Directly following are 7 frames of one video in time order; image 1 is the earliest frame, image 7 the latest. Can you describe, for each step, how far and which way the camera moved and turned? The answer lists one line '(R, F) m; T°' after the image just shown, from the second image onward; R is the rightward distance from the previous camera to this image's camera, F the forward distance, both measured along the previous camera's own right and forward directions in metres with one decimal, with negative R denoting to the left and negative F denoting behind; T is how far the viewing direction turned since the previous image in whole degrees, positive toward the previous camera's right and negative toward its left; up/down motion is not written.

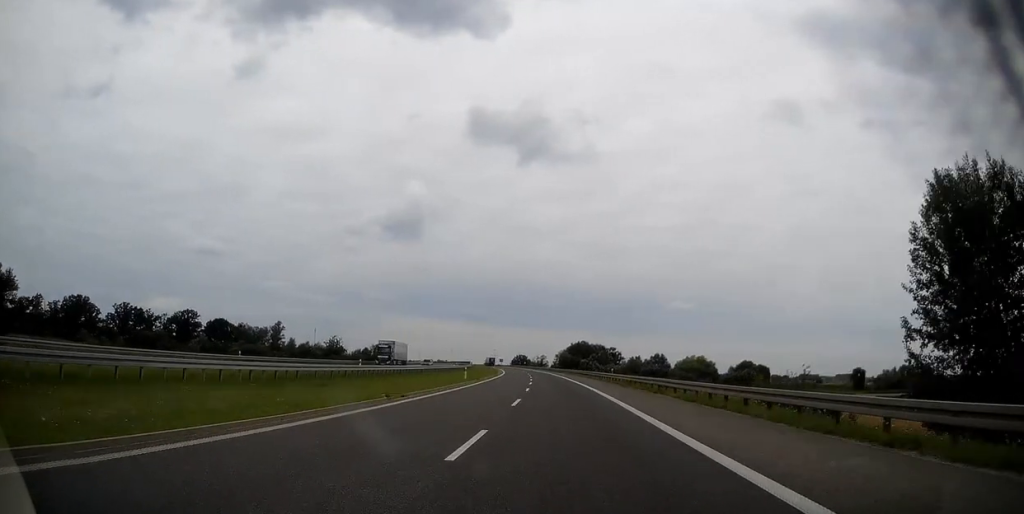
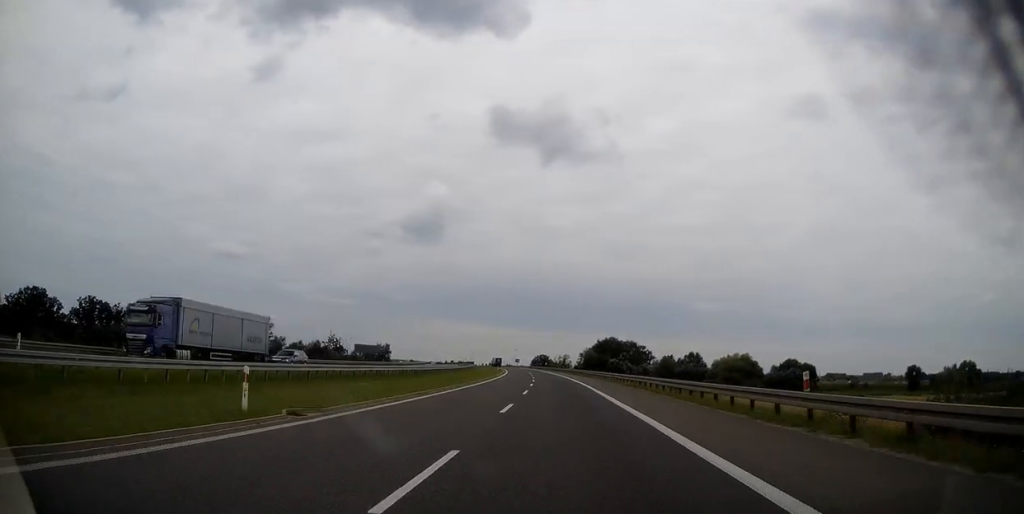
(-0.6, +39.0) m; -2°
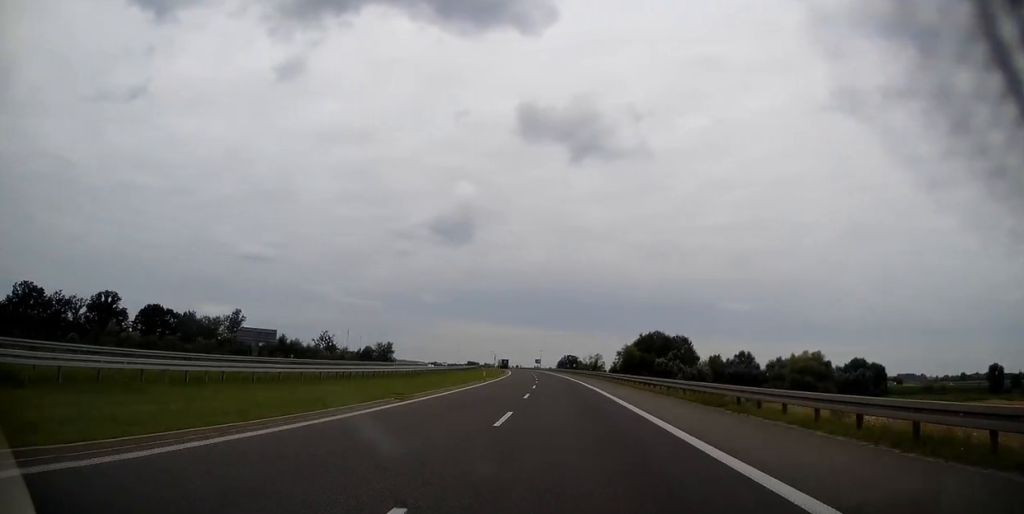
(-1.0, +51.9) m; -2°
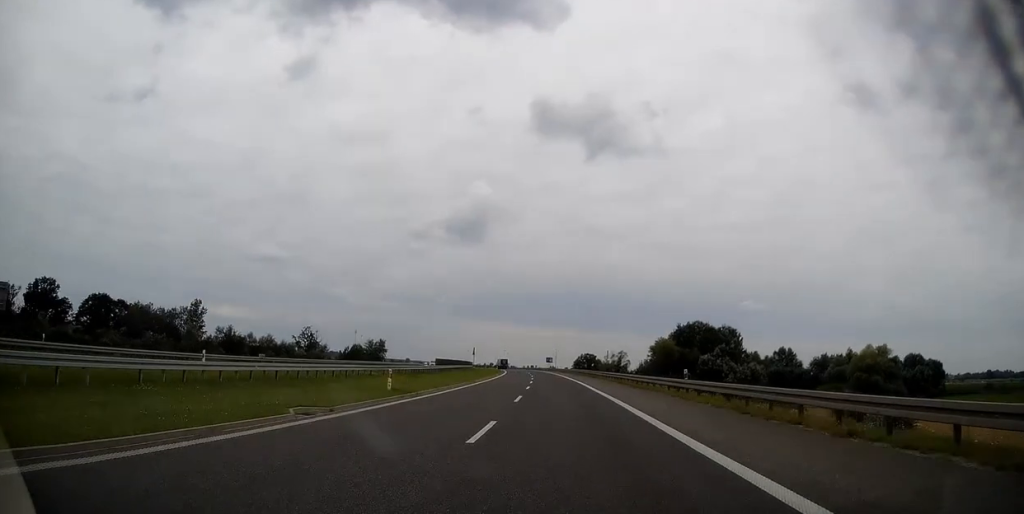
(-0.6, +39.4) m; -2°
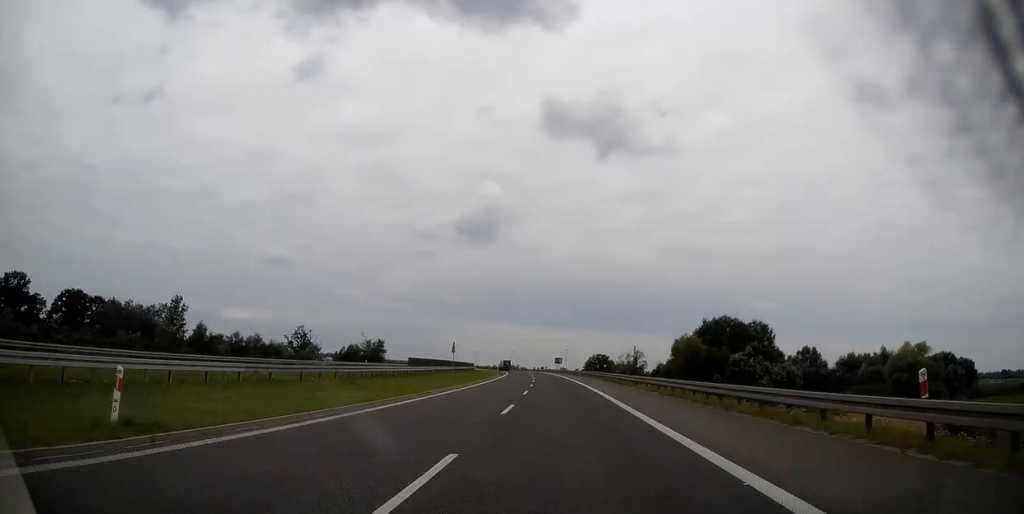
(-0.2, +17.4) m; -1°
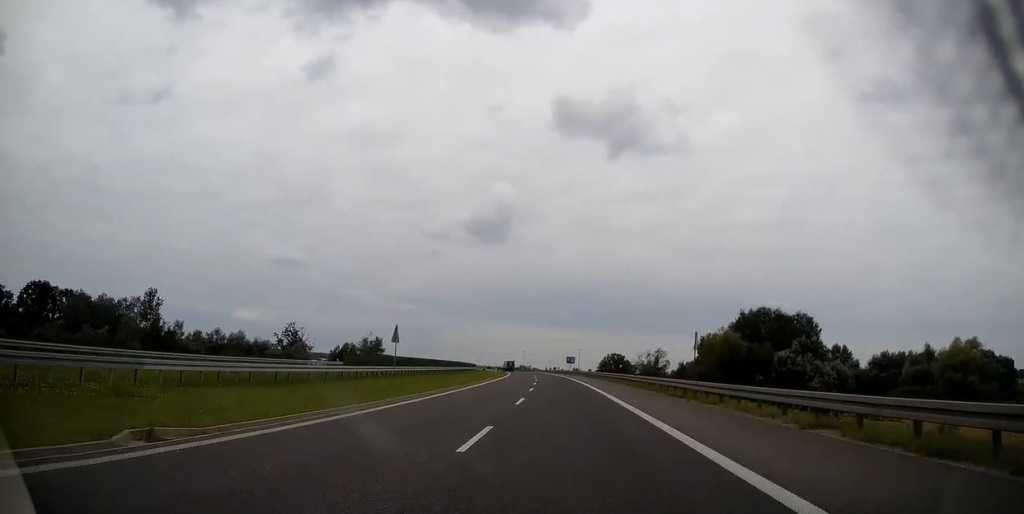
(-0.1, +19.7) m; -1°
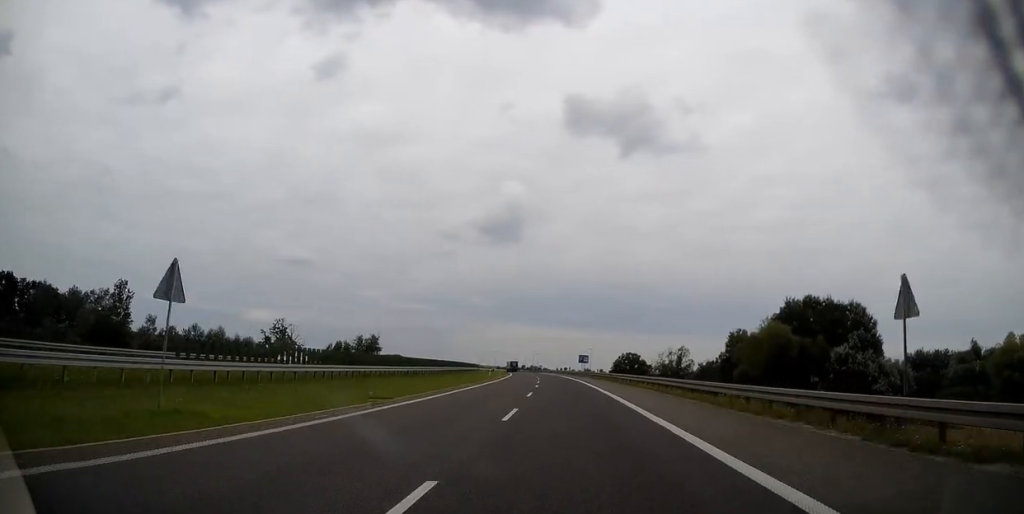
(-0.2, +18.5) m; -1°
